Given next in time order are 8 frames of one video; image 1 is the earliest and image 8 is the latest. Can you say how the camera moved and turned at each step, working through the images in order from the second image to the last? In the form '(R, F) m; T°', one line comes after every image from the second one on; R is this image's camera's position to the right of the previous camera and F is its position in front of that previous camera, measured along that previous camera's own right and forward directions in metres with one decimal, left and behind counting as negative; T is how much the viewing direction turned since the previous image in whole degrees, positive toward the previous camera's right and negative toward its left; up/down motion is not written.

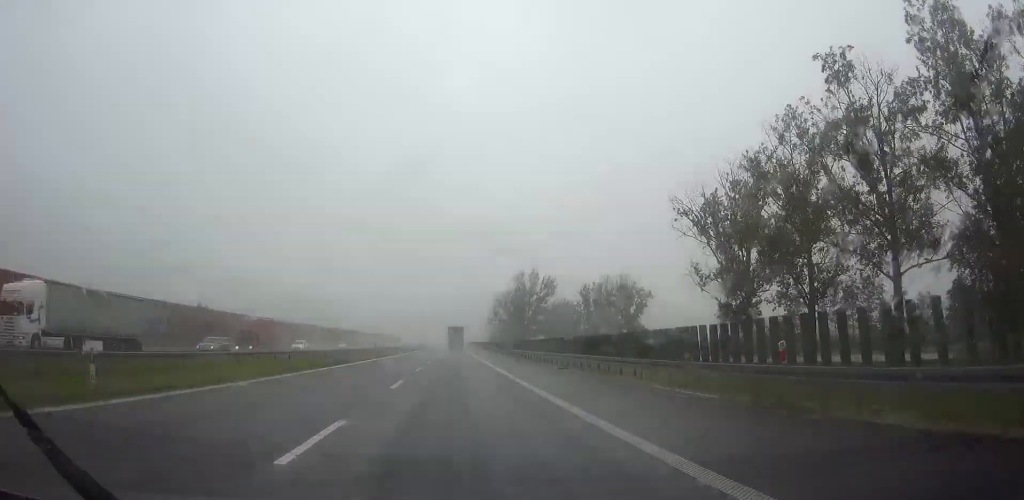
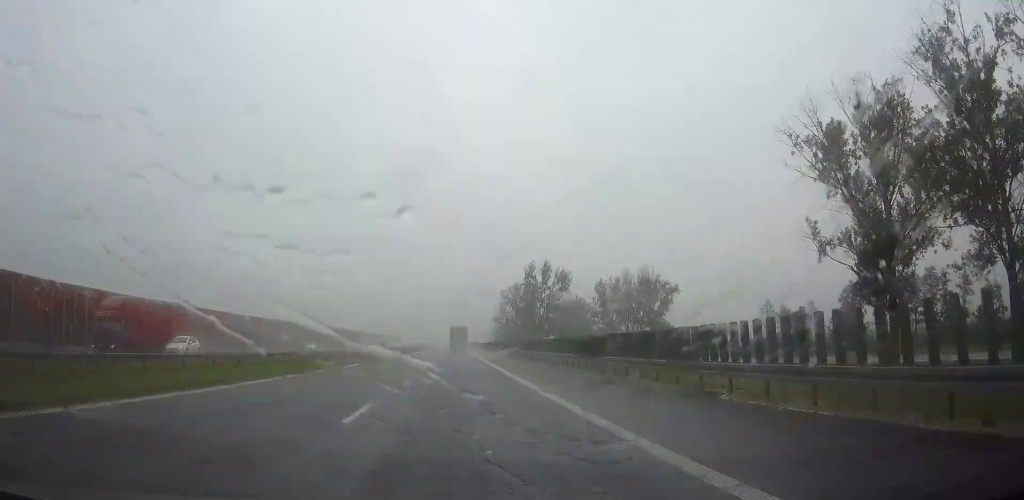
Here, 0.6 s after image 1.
(-0.1, +20.7) m; 0°
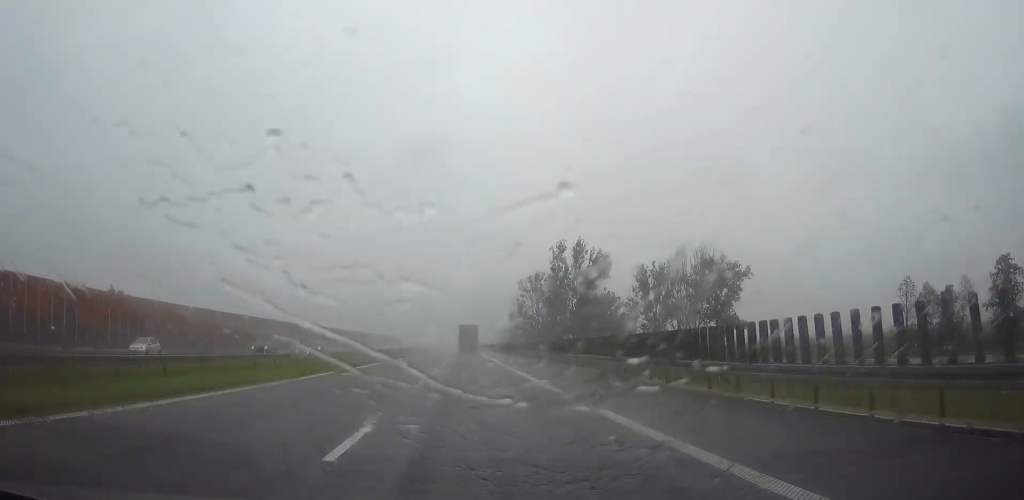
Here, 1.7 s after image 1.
(-0.2, +39.3) m; 0°
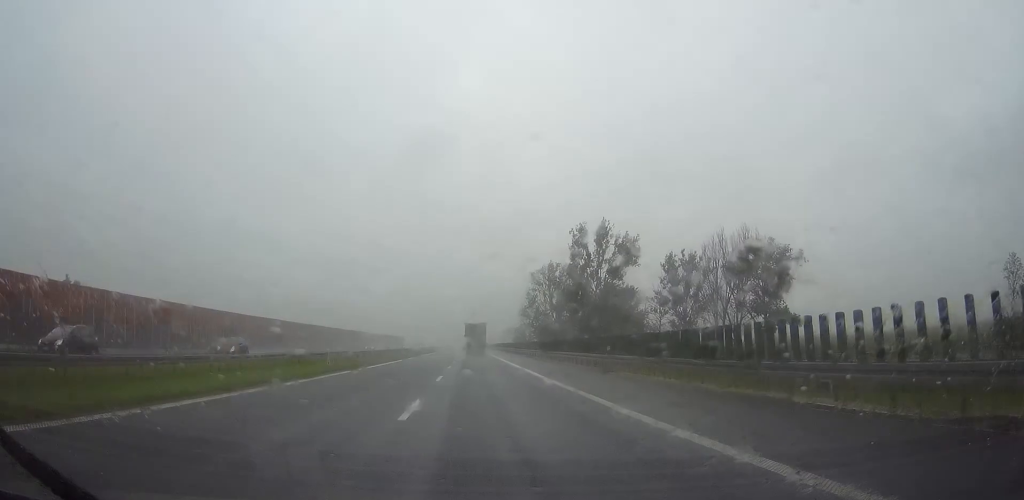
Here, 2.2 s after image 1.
(0.0, +19.8) m; 0°
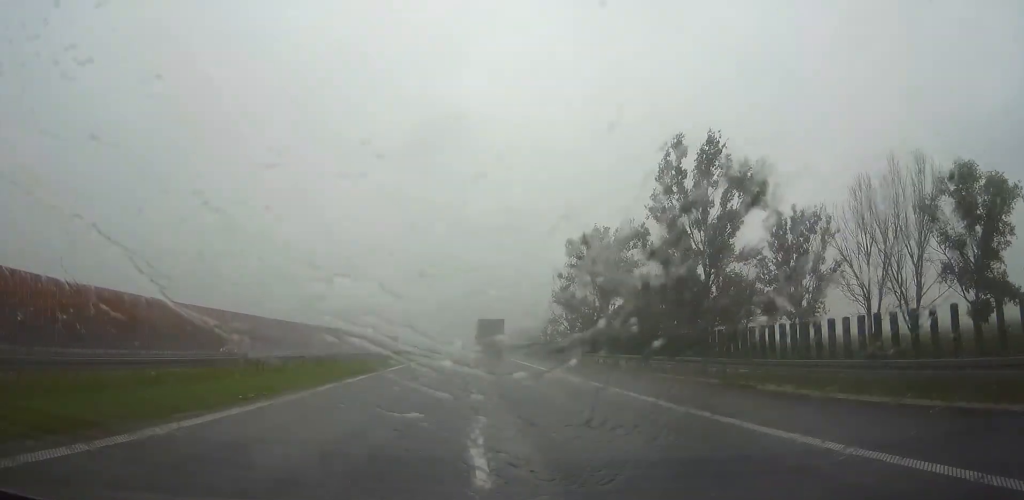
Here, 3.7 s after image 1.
(0.0, +52.3) m; 0°
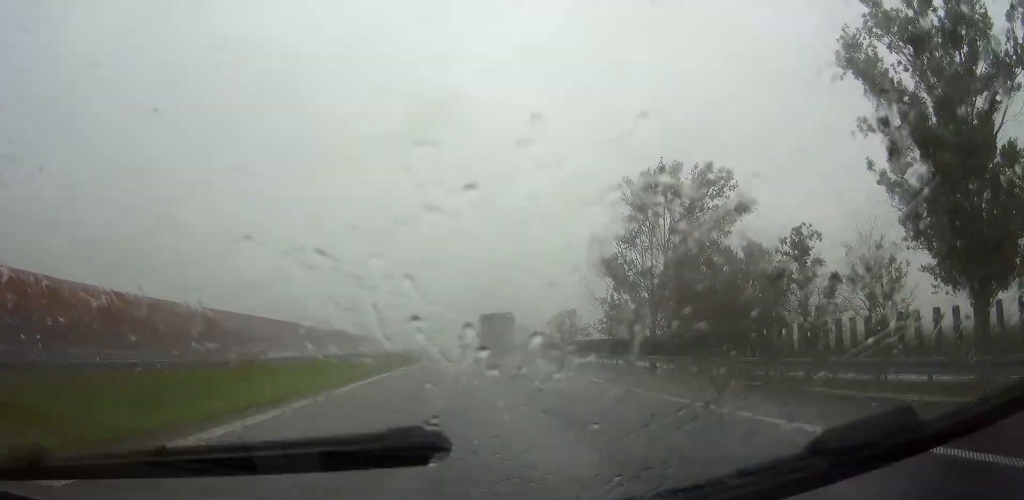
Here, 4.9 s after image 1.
(+0.1, +41.9) m; 0°
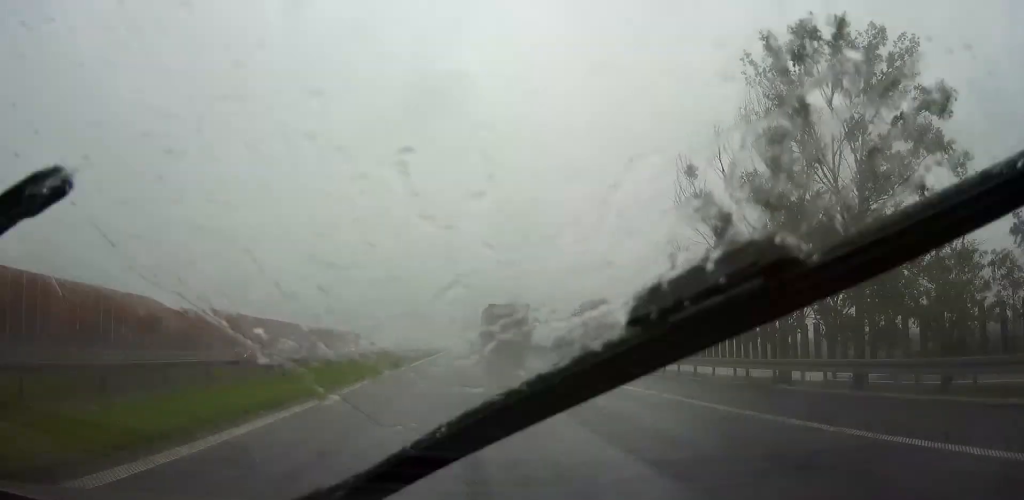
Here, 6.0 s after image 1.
(+0.1, +36.4) m; 0°
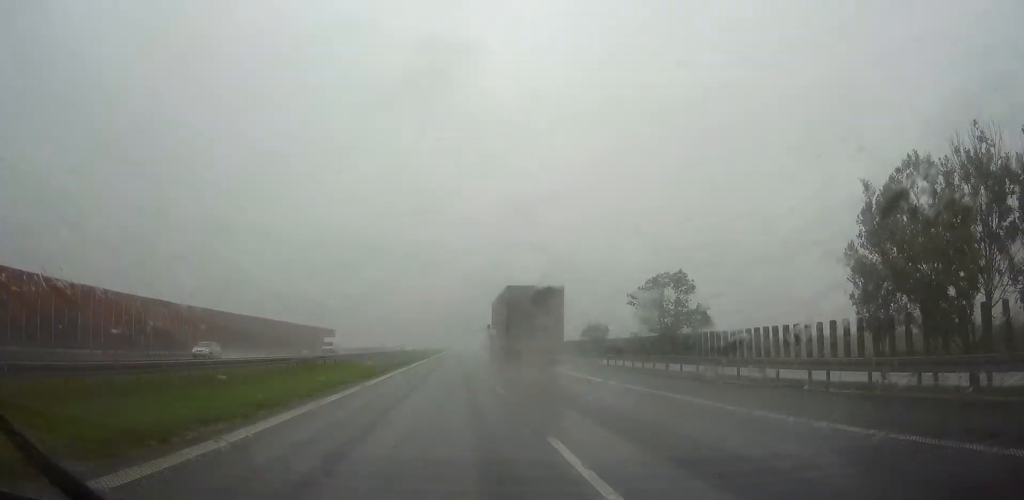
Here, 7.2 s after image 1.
(+0.1, +40.4) m; 0°
